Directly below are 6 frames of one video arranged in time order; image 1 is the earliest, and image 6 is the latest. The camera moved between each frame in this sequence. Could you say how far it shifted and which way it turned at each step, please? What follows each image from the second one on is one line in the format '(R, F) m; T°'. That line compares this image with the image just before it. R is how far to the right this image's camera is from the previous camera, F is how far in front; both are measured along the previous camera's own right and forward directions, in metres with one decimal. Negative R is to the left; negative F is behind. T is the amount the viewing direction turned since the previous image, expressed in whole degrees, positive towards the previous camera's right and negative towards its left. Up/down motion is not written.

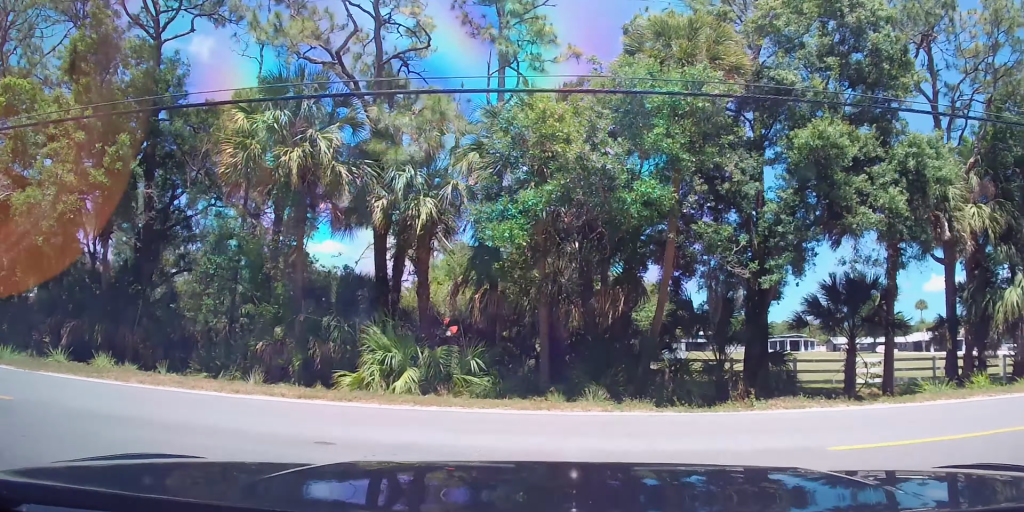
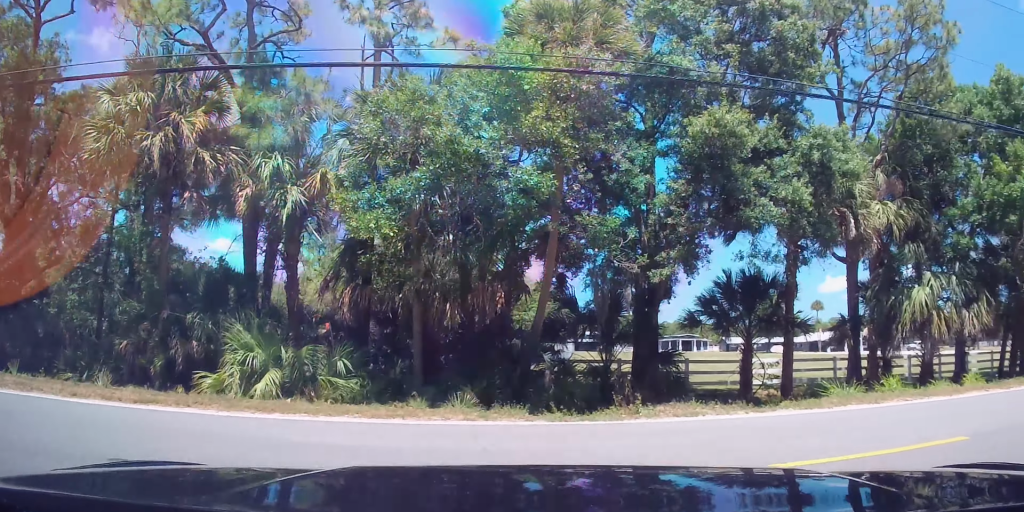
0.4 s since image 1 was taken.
(-0.2, +1.0) m; +10°
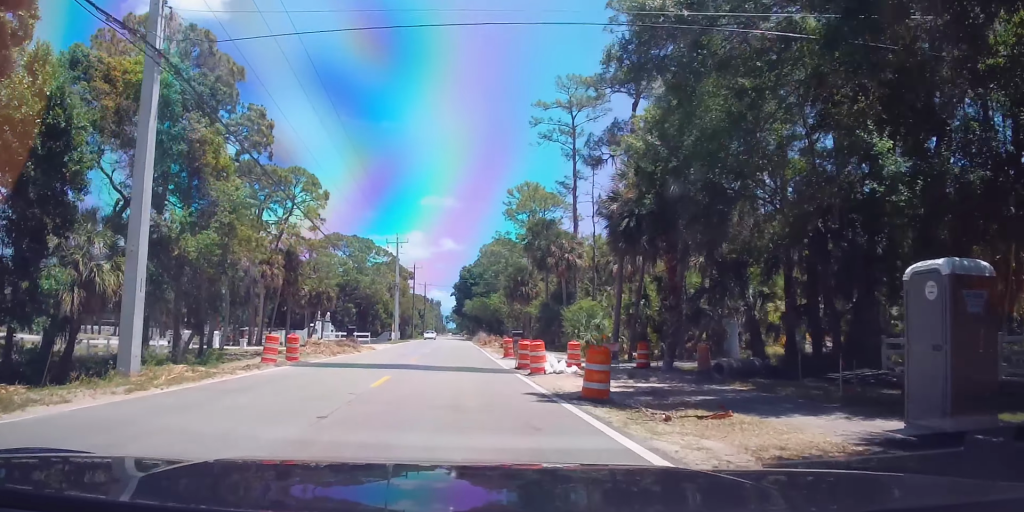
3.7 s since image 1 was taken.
(+8.4, +8.1) m; +69°
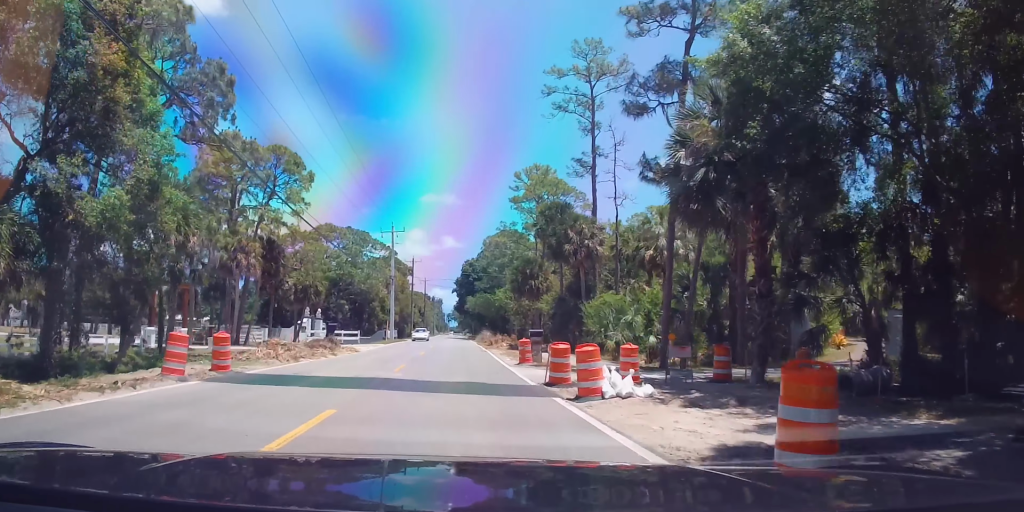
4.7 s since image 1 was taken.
(-0.1, +6.6) m; -3°
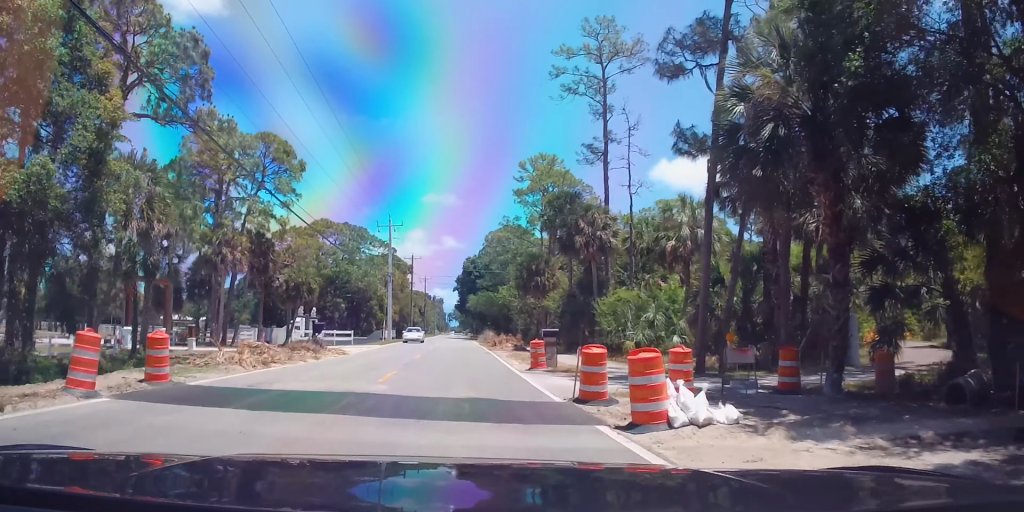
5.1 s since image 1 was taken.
(-0.2, +3.5) m; 0°
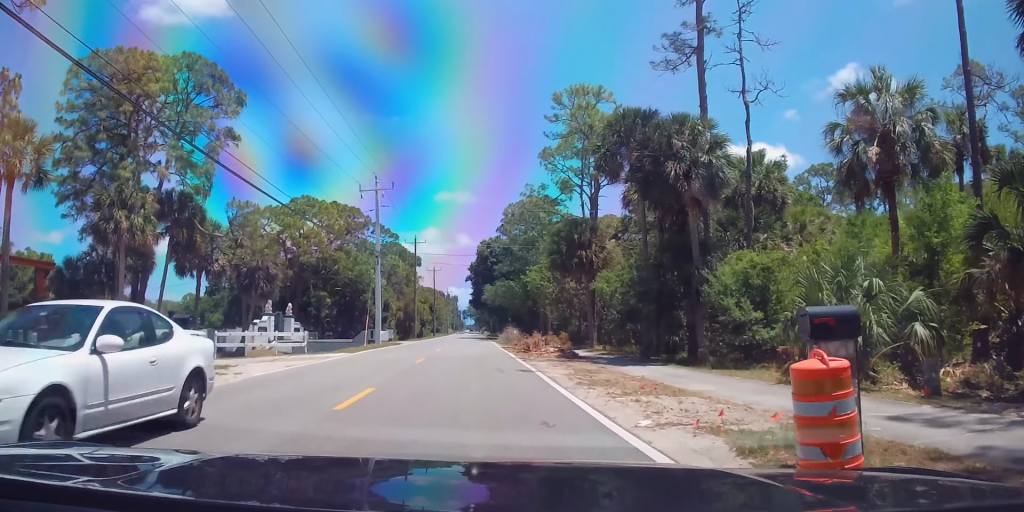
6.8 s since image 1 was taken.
(+0.6, +16.1) m; +4°
